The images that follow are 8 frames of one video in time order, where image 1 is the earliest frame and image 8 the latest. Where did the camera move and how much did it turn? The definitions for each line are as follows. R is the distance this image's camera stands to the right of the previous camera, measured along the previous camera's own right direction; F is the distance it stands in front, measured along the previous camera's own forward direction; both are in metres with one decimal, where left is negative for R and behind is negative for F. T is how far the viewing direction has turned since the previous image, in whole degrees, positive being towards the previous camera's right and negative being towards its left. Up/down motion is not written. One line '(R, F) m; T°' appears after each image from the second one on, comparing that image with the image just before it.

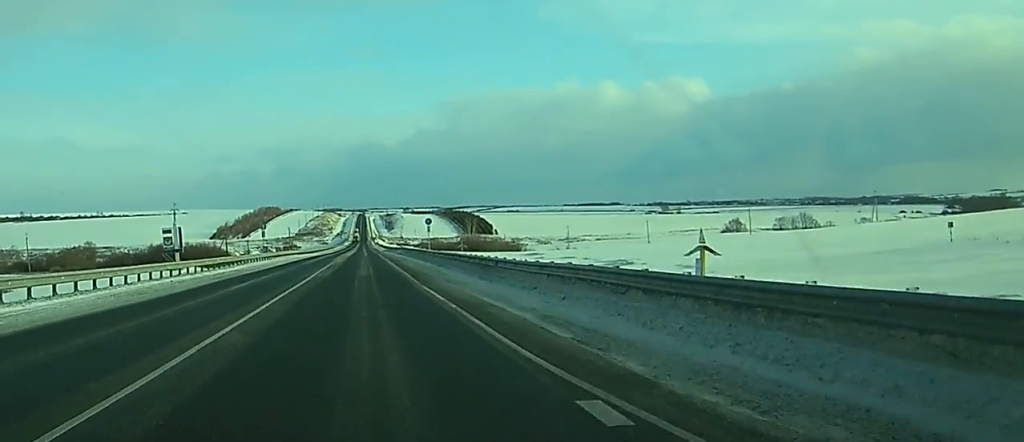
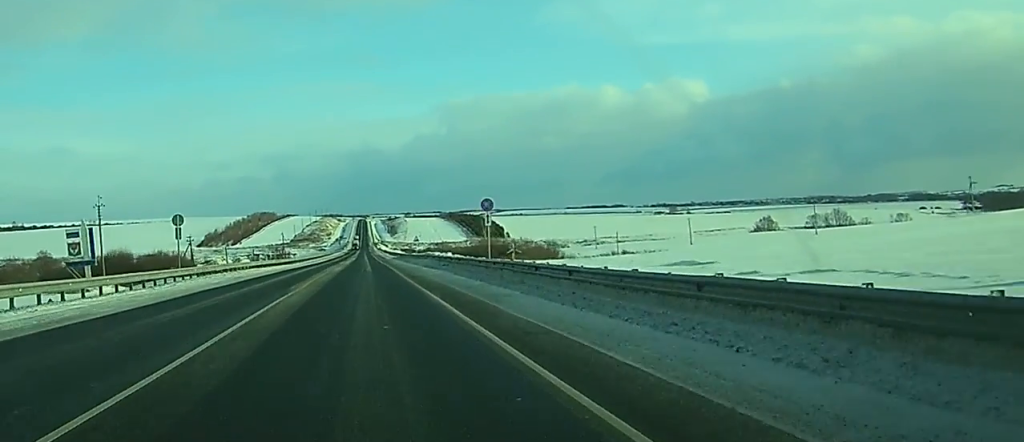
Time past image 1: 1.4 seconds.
(+0.3, +43.4) m; +1°
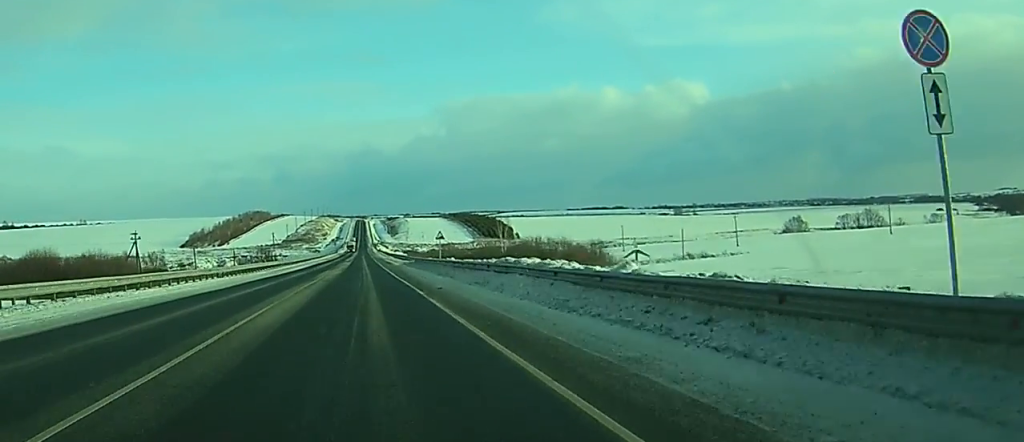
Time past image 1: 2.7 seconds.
(+0.1, +38.9) m; 0°
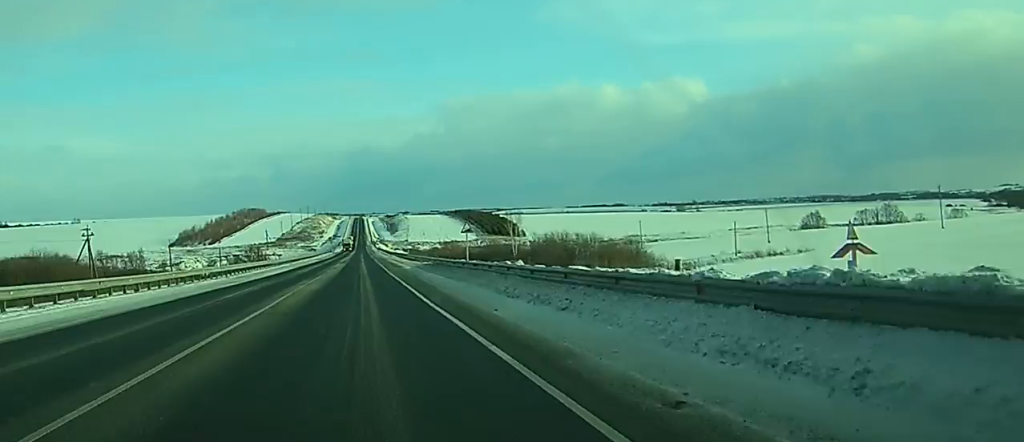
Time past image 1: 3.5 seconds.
(-0.1, +21.7) m; 0°
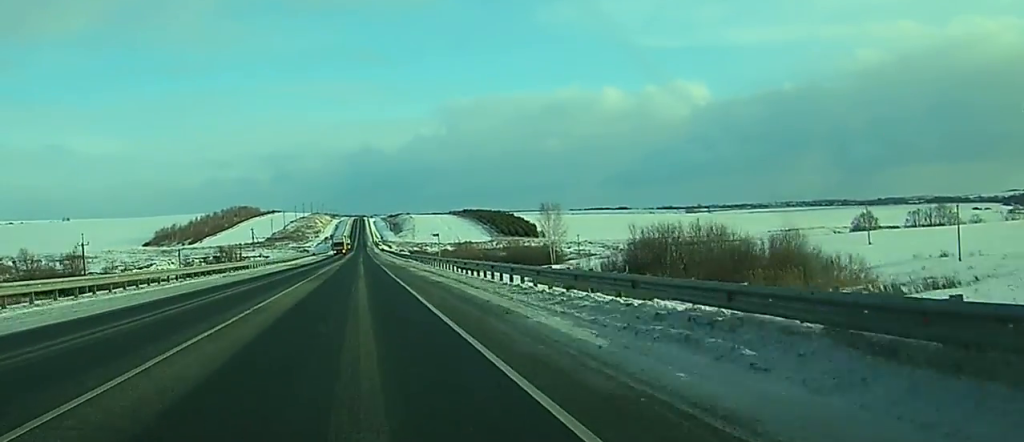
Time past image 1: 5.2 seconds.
(+0.3, +49.3) m; 0°
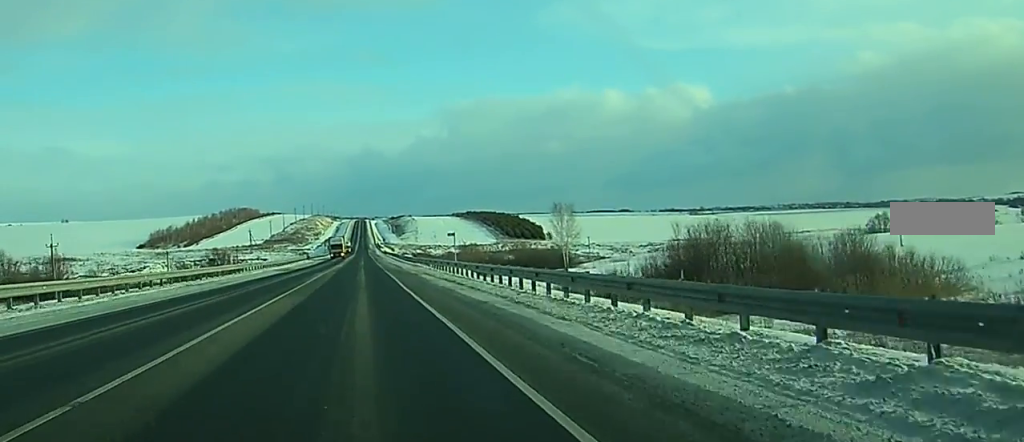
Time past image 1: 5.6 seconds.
(0.0, +11.5) m; 0°
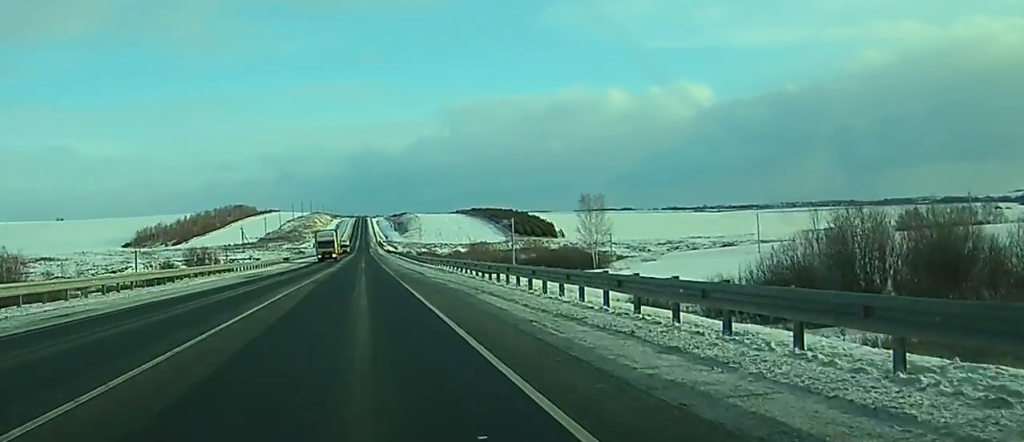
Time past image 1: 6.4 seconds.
(-0.2, +23.0) m; 0°
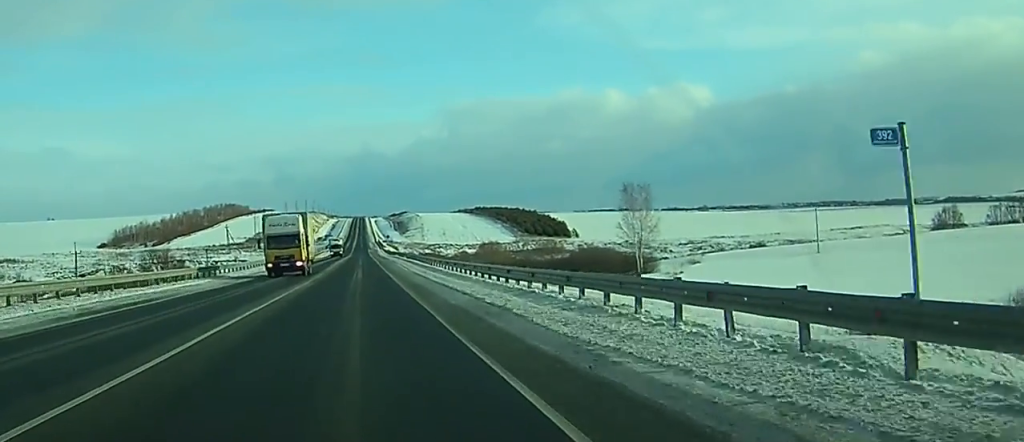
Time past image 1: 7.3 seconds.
(0.0, +27.9) m; 0°
